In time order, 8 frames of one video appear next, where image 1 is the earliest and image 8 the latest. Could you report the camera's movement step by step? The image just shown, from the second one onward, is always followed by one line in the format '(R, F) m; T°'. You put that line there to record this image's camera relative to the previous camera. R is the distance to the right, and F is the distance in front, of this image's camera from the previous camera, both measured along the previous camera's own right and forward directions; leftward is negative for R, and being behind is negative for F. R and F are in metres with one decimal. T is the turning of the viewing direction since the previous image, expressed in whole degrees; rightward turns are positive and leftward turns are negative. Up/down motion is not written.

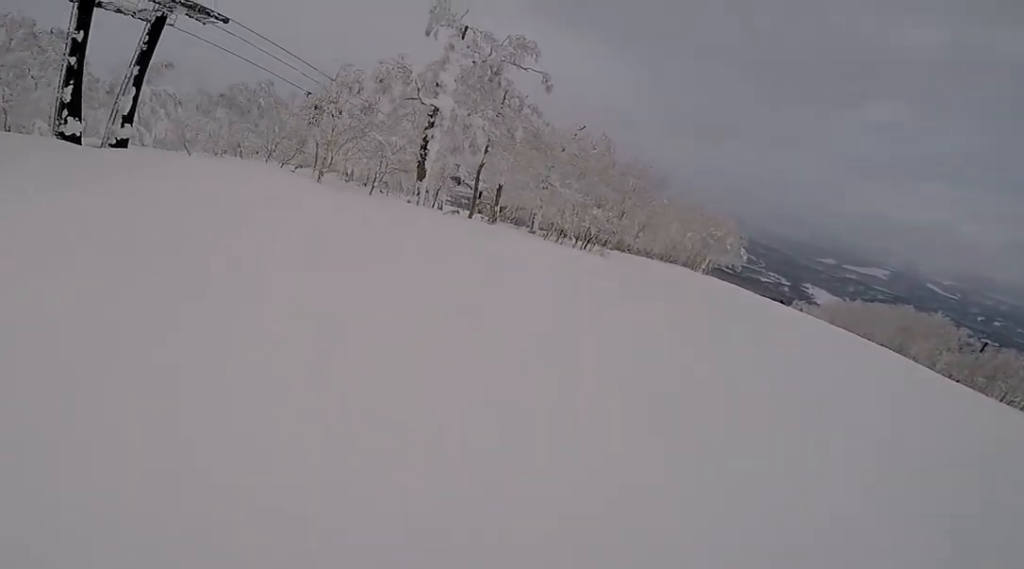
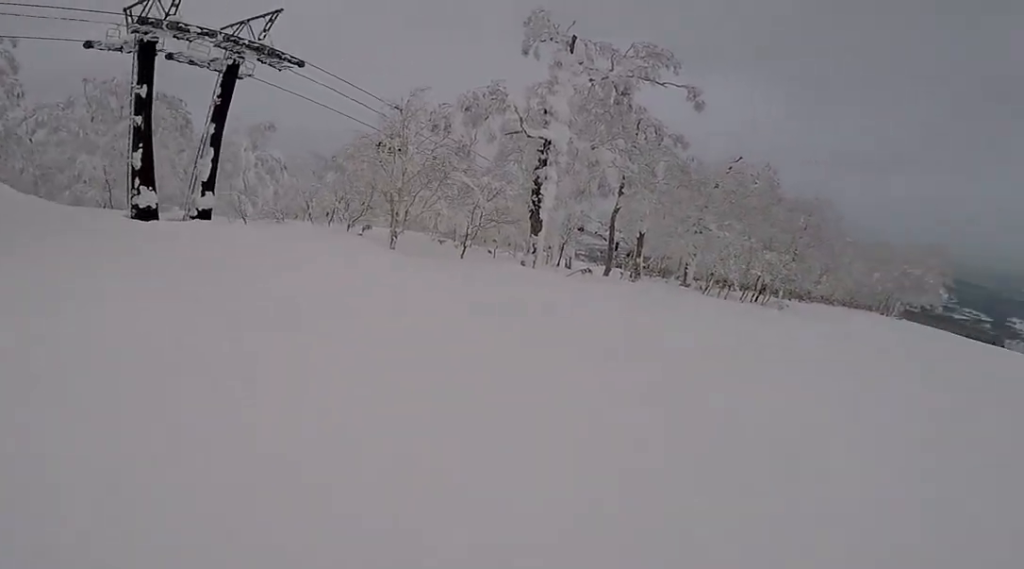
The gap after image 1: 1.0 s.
(-0.6, +4.3) m; -1°
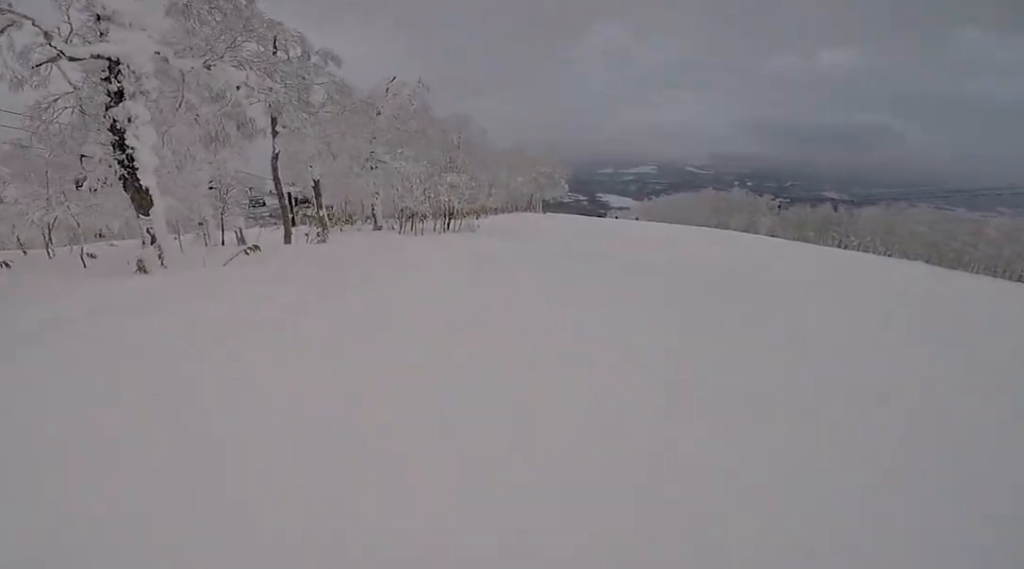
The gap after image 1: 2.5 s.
(+1.5, +6.6) m; +24°
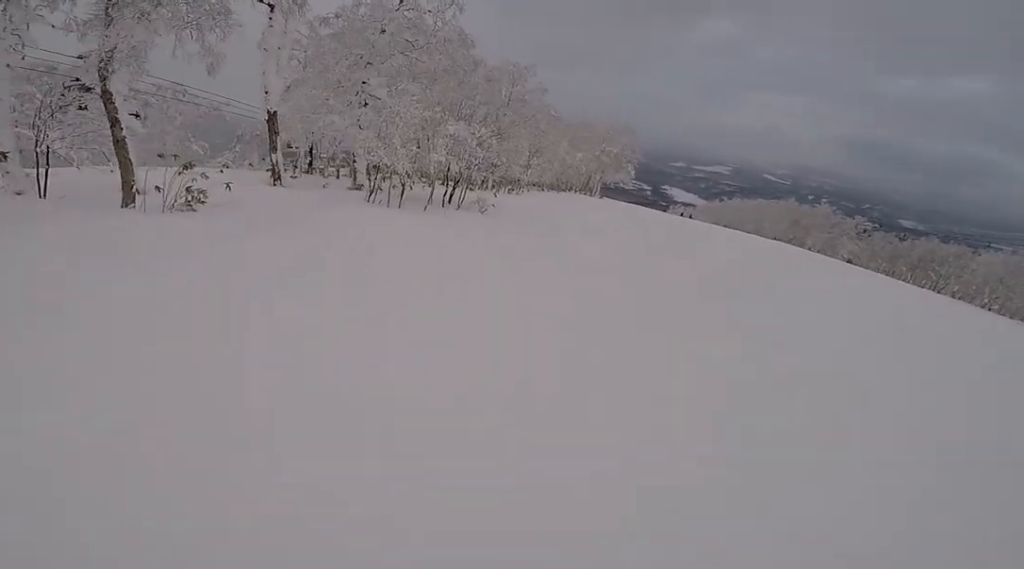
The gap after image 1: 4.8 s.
(0.0, +10.0) m; +1°
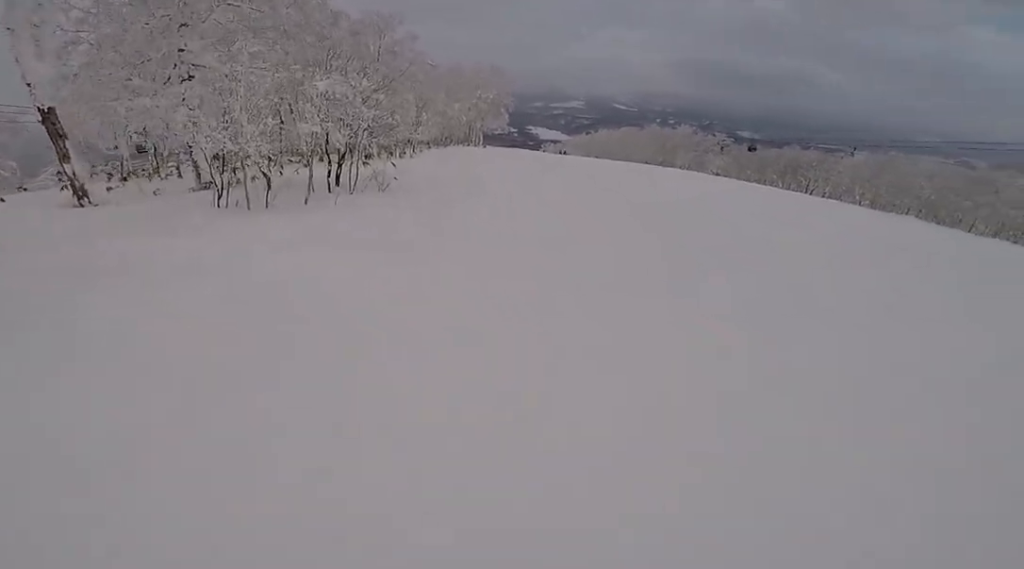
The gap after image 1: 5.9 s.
(+0.1, +4.8) m; +6°
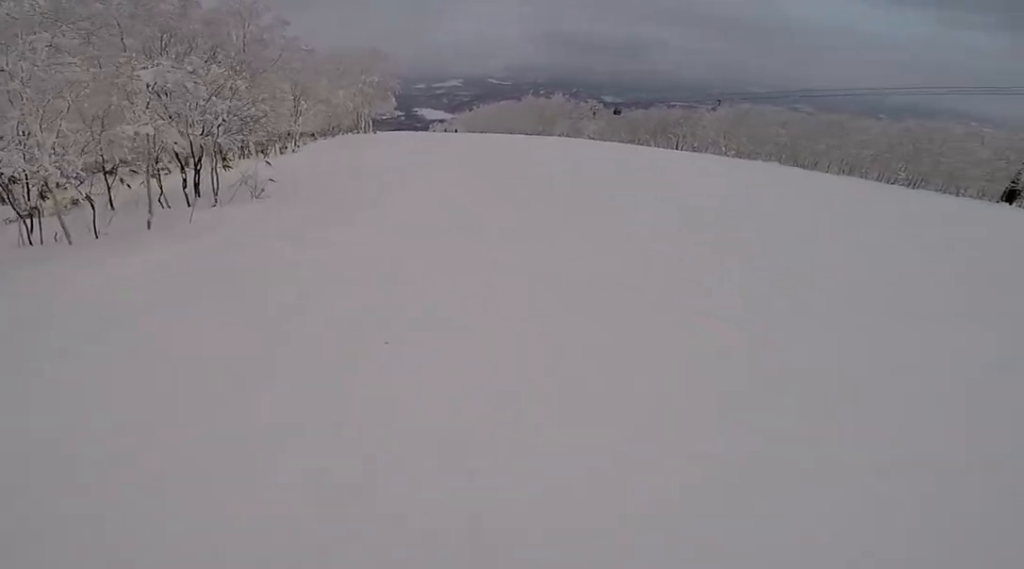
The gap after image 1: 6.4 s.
(-0.1, +2.3) m; +5°
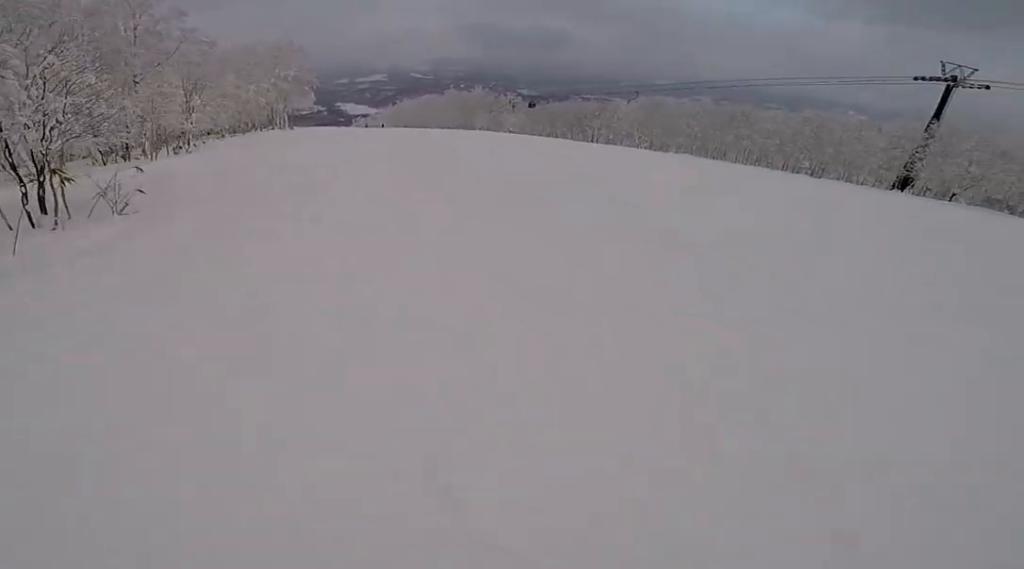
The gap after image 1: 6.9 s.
(+0.3, +2.2) m; 0°
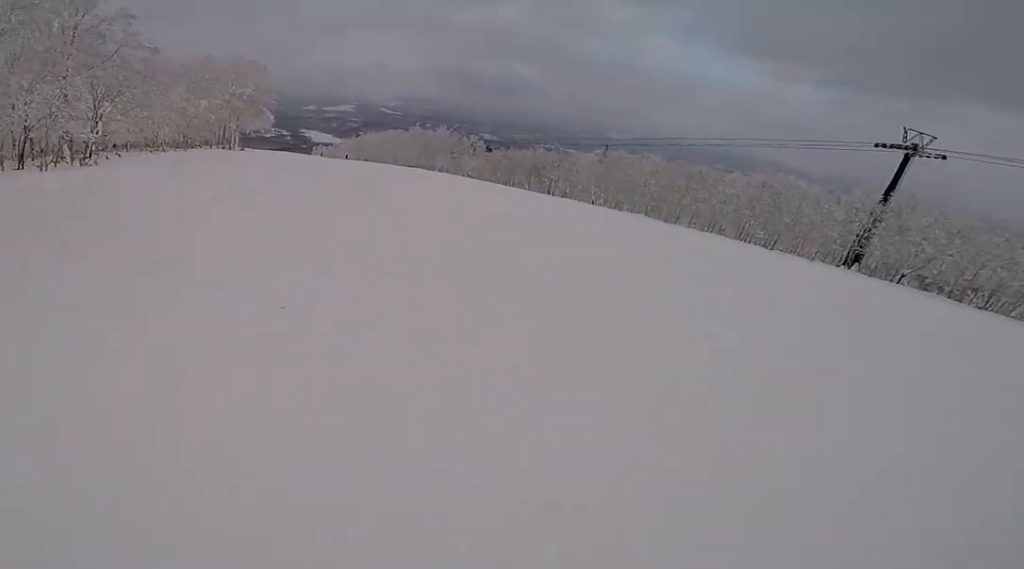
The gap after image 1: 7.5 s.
(+0.4, +3.2) m; -1°
